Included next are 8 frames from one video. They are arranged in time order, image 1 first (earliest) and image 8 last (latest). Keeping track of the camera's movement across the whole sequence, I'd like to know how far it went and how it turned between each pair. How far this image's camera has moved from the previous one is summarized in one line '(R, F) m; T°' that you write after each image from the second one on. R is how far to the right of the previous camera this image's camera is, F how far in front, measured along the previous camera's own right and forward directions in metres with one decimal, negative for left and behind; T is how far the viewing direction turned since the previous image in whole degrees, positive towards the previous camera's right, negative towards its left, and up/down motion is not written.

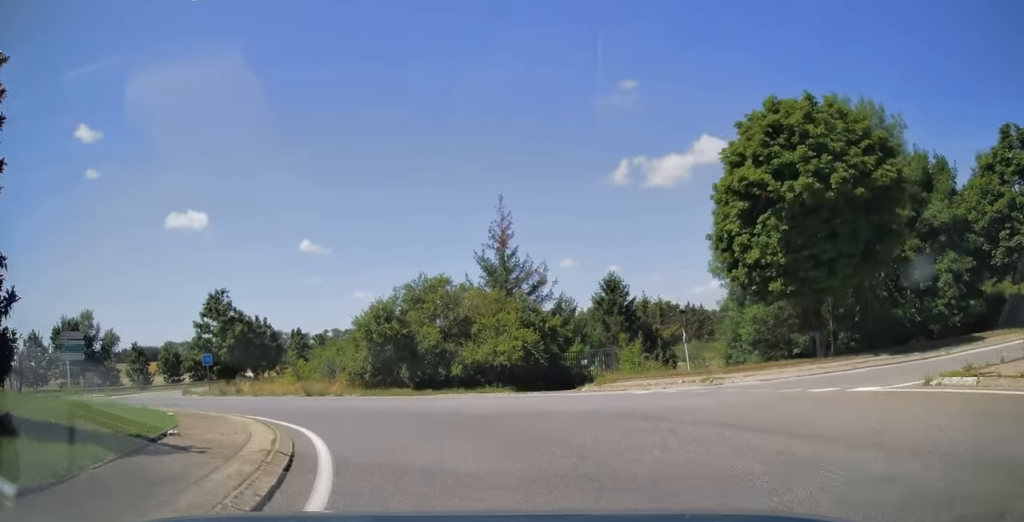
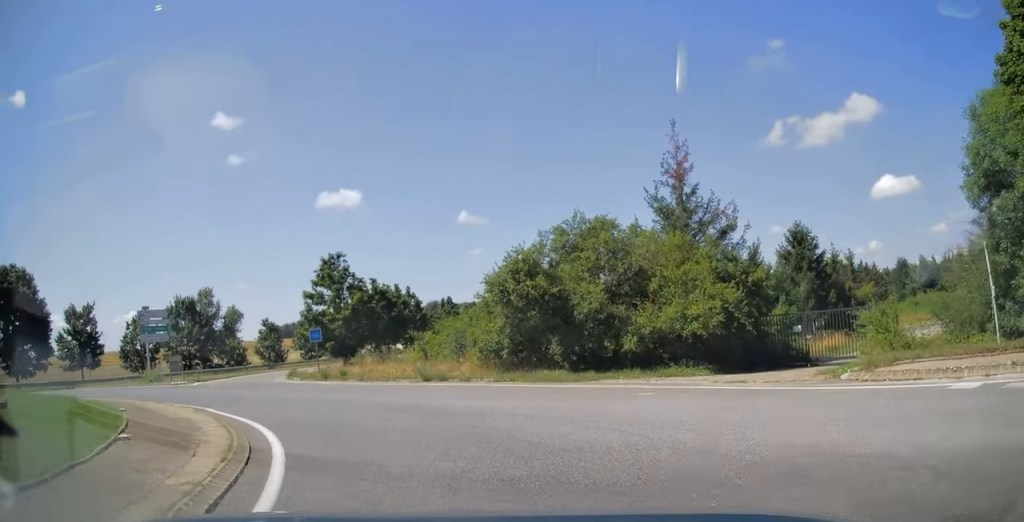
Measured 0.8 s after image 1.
(-0.6, +6.6) m; -12°
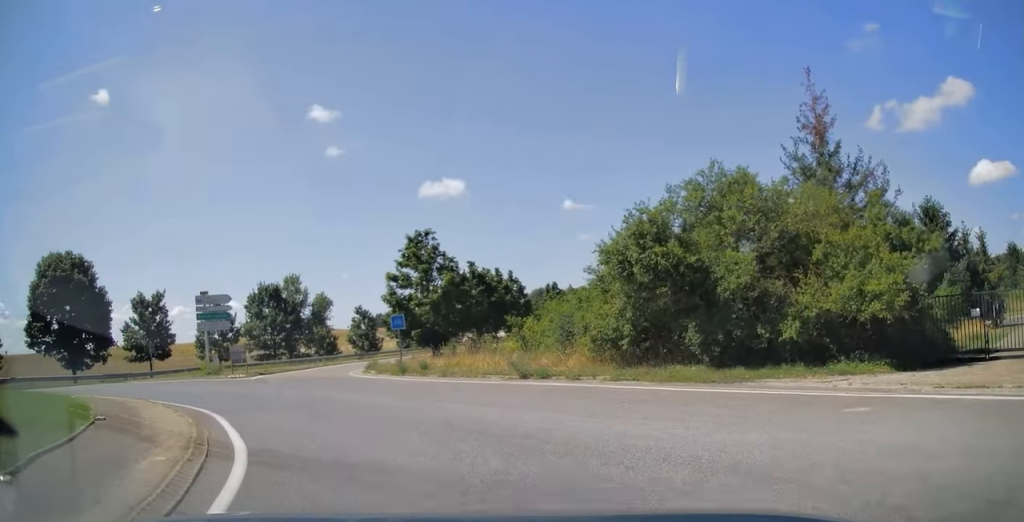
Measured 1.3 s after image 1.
(-0.2, +4.1) m; -8°
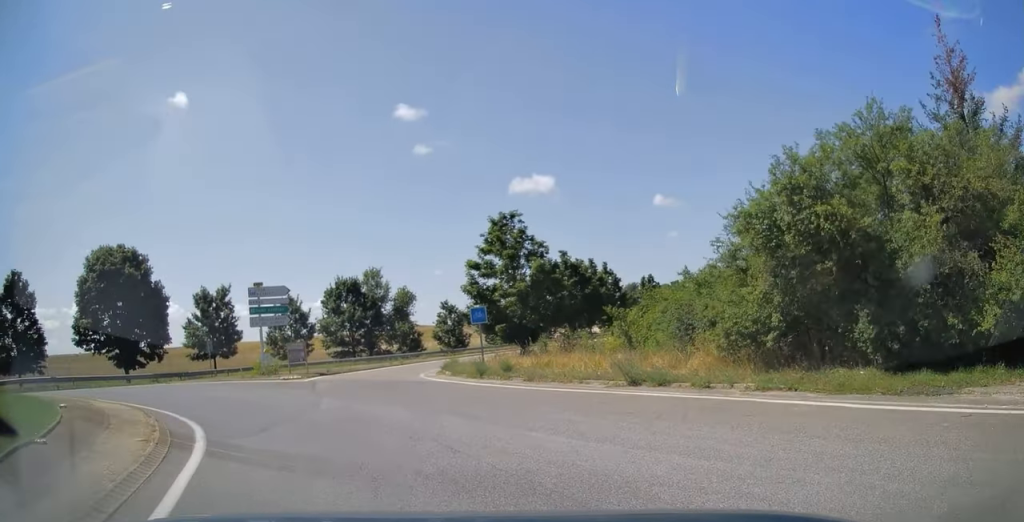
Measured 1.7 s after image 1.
(-0.4, +3.9) m; -6°
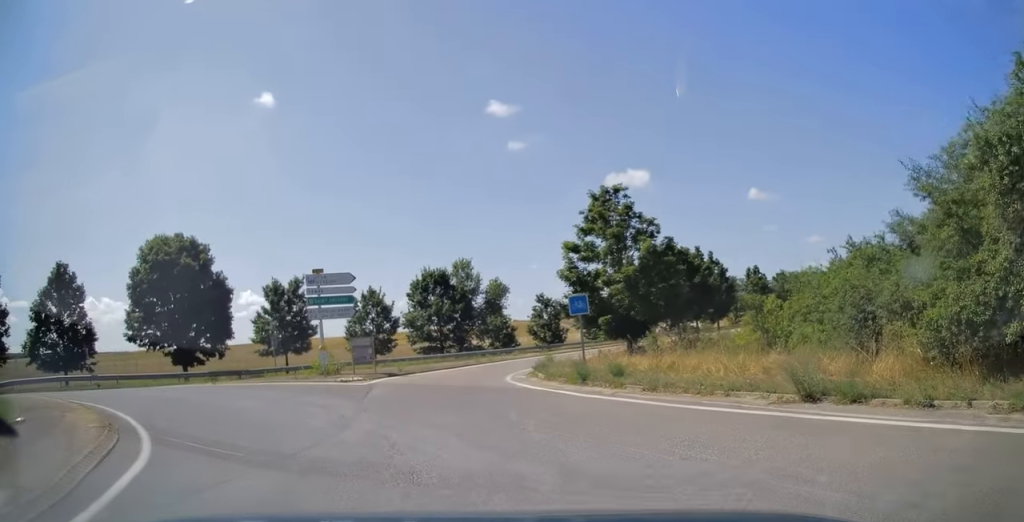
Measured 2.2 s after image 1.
(-0.1, +4.3) m; -7°
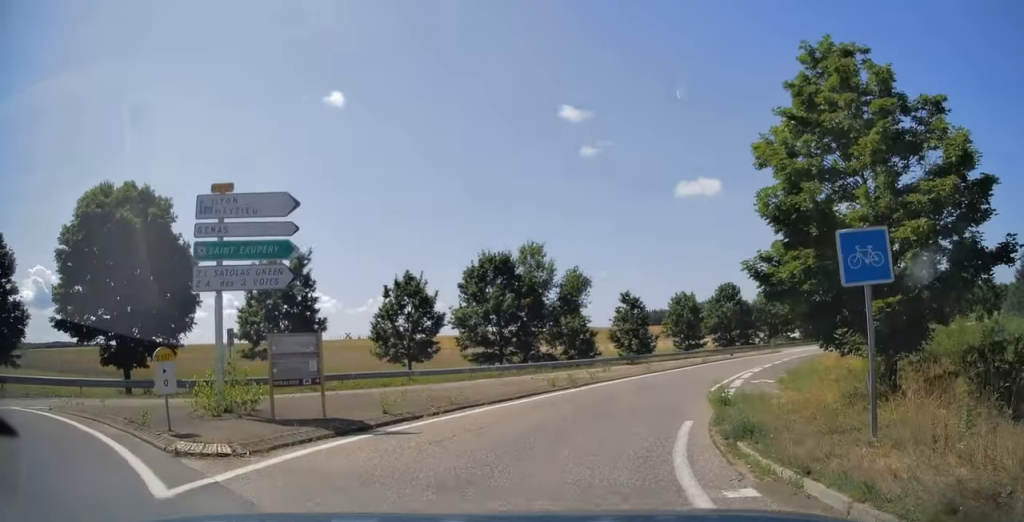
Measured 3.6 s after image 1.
(-1.4, +15.9) m; -3°
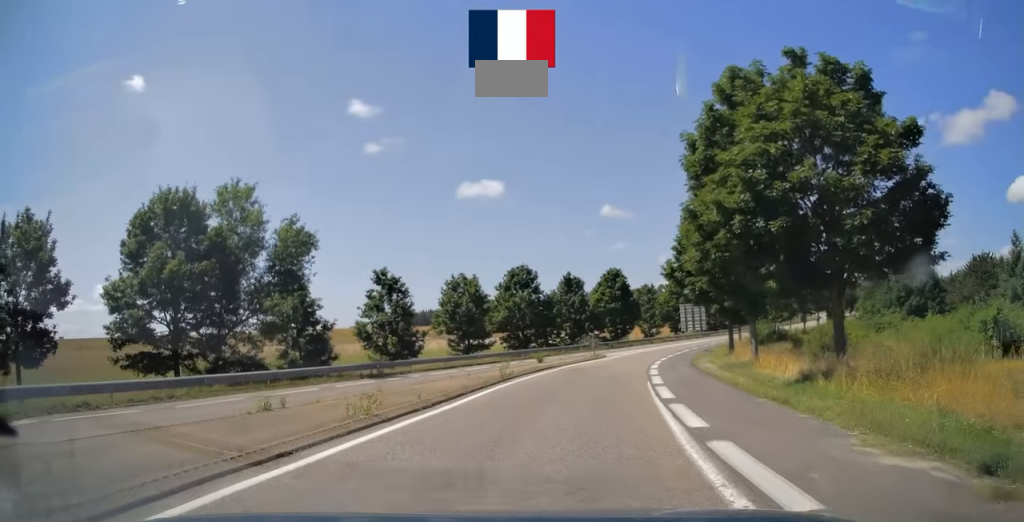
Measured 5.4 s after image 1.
(+1.3, +18.2) m; +12°
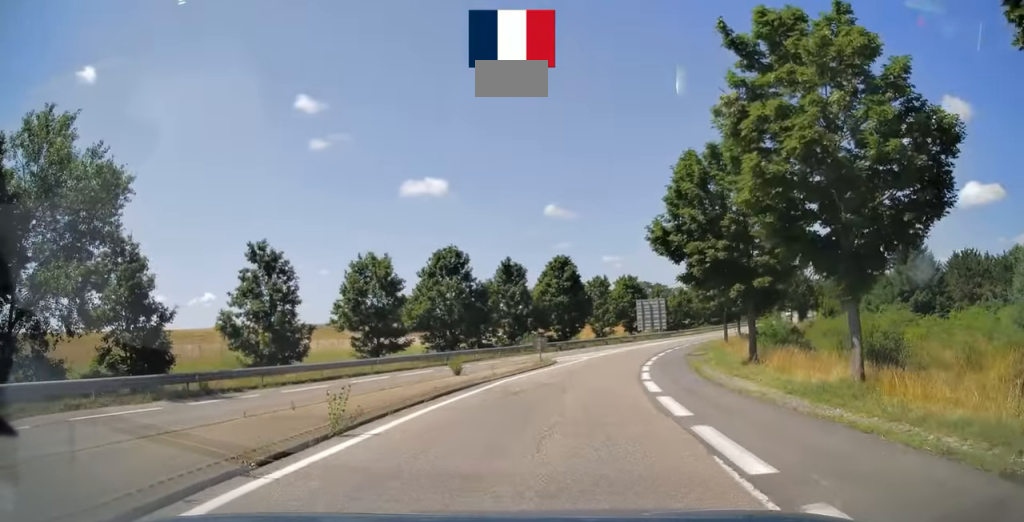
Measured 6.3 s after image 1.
(+0.8, +9.7) m; +8°
